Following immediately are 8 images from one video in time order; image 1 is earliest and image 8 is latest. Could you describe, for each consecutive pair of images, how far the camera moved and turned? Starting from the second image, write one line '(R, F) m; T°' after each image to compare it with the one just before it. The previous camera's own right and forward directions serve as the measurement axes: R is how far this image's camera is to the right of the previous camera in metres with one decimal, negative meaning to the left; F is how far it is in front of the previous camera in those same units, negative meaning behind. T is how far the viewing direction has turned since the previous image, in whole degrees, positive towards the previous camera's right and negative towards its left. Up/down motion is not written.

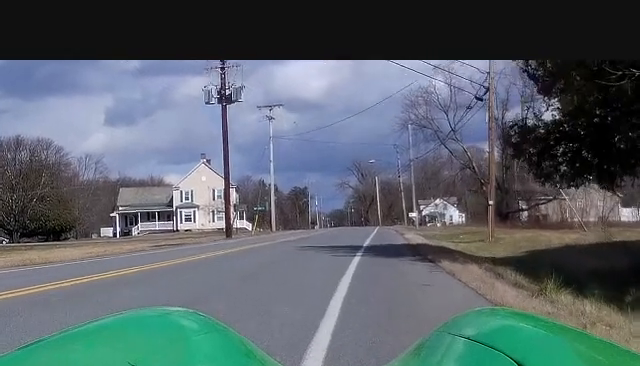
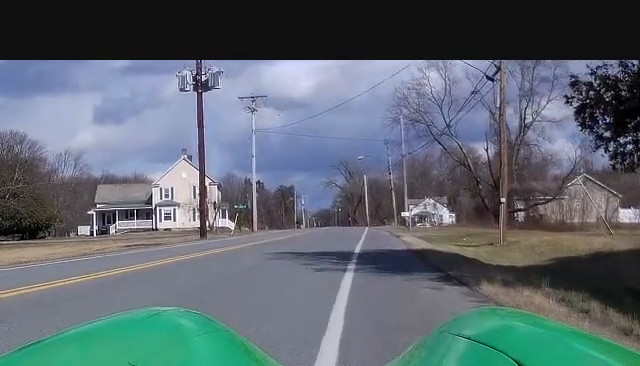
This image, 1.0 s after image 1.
(-0.1, +4.9) m; +1°
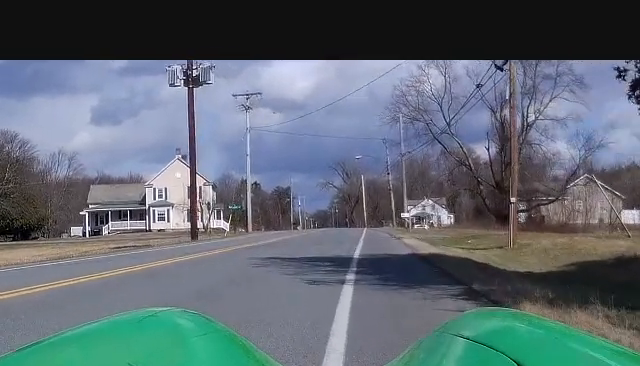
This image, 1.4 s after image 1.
(0.0, +2.1) m; +1°
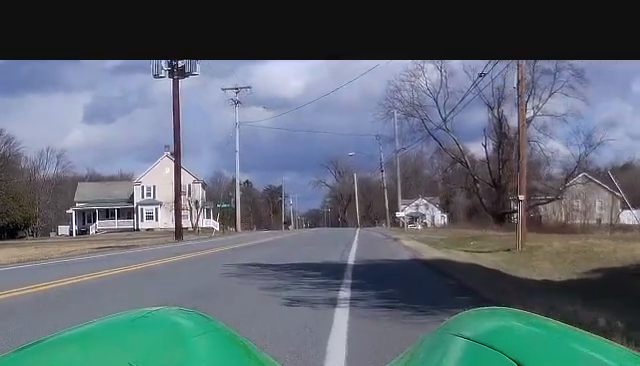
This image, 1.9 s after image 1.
(+0.1, +2.2) m; -1°
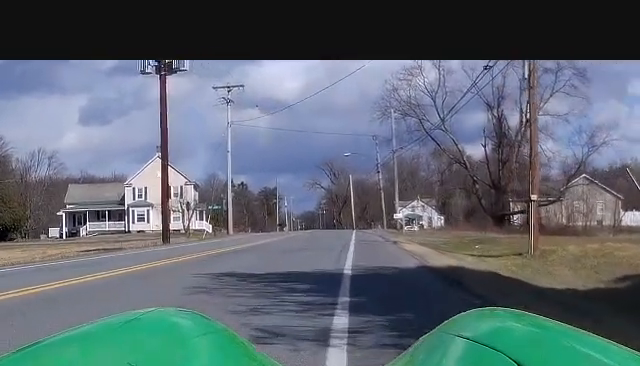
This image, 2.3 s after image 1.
(+0.1, +2.0) m; -1°
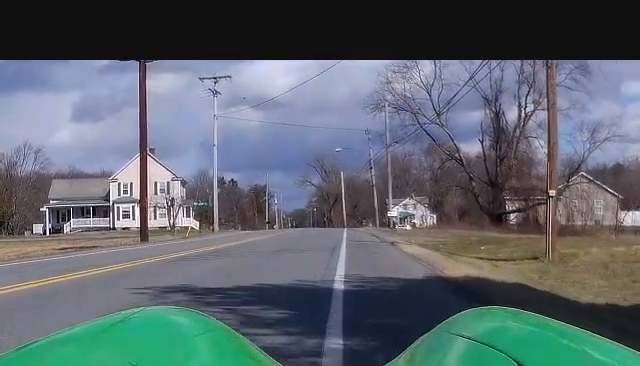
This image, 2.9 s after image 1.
(-0.2, +2.7) m; -1°
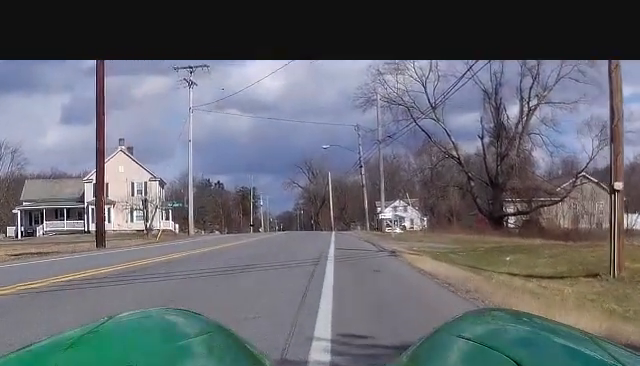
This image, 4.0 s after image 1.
(-0.1, +5.3) m; 0°
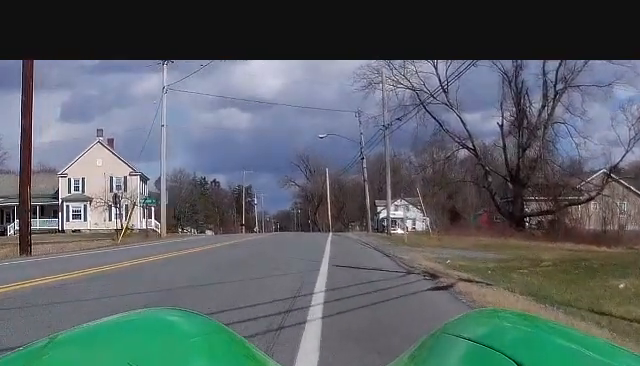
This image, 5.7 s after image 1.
(+0.2, +8.1) m; +2°
